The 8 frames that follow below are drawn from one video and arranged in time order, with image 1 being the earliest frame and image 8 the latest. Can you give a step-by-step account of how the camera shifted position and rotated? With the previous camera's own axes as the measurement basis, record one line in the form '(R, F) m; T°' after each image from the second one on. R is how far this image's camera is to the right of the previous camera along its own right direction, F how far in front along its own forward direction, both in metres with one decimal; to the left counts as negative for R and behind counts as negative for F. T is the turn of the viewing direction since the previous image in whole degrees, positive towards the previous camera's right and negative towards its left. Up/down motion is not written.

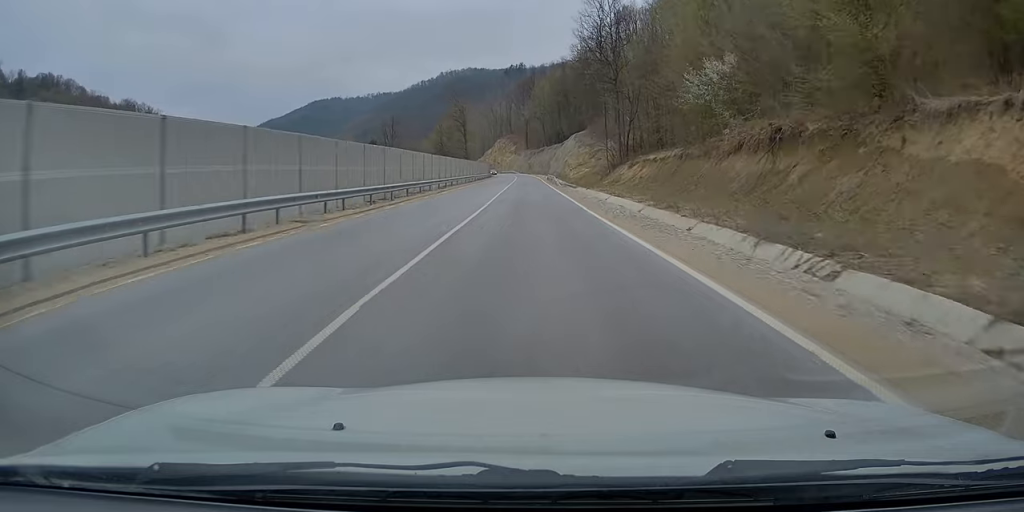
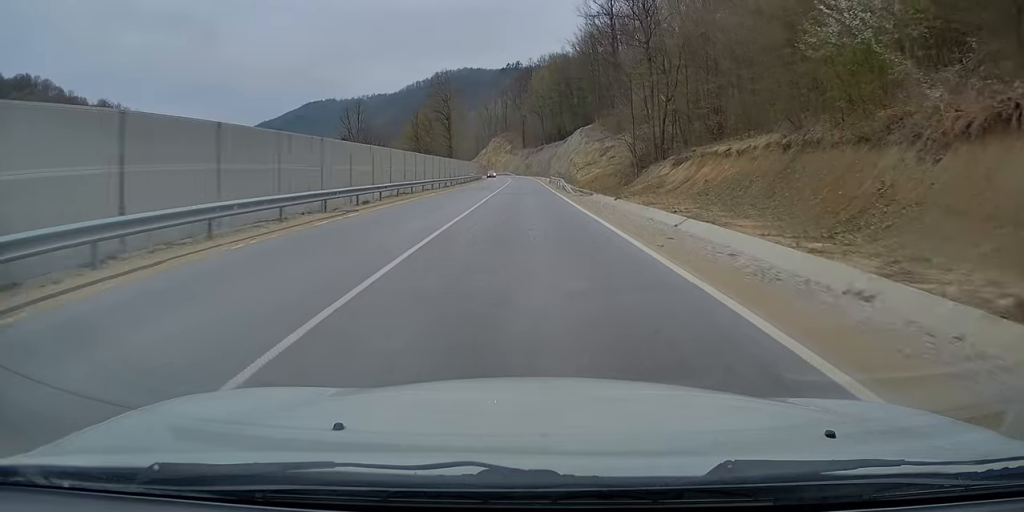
(0.0, +21.2) m; 0°
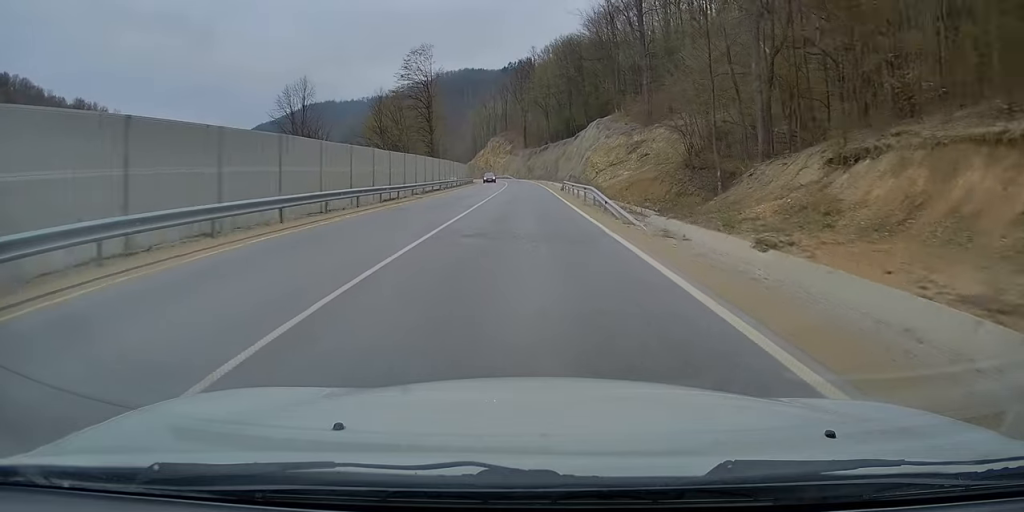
(-0.1, +23.8) m; 0°
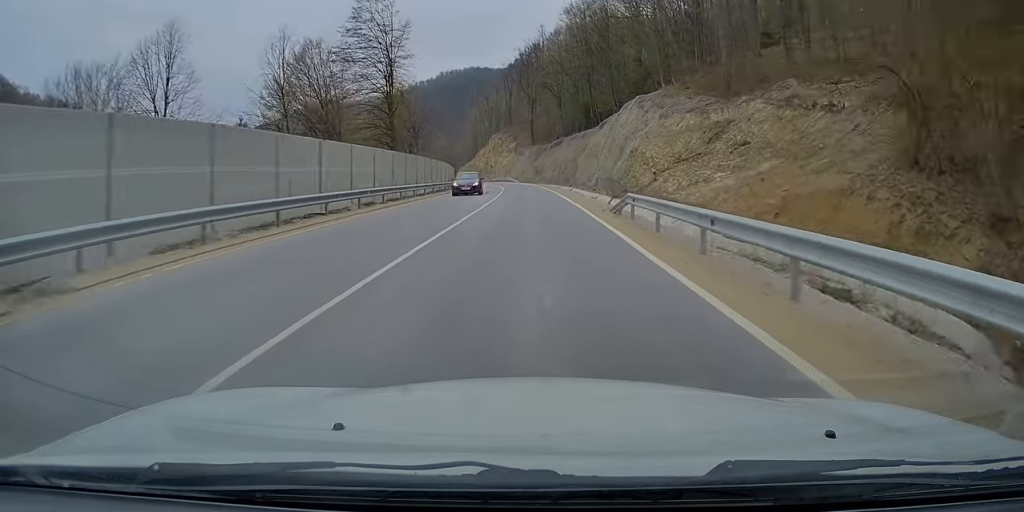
(0.0, +28.8) m; -1°
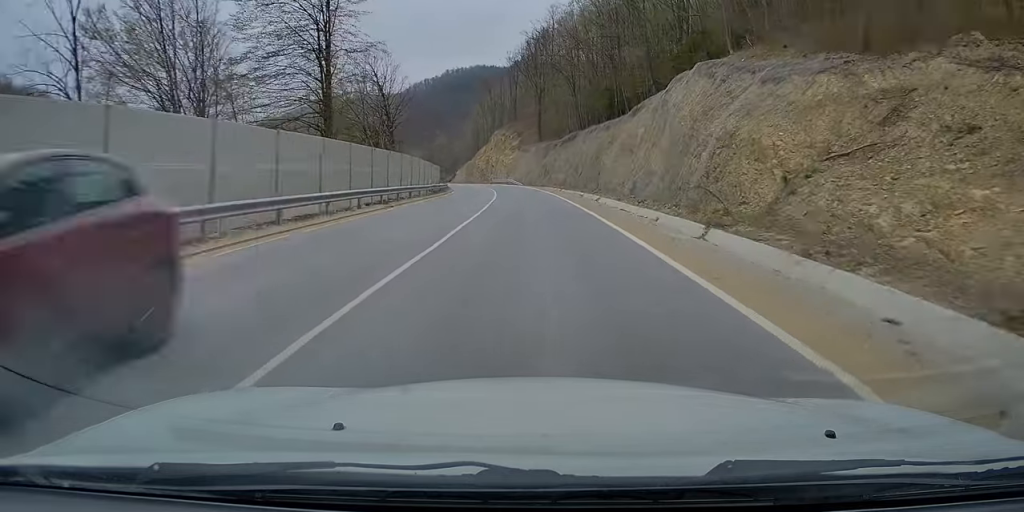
(-0.4, +20.3) m; -1°
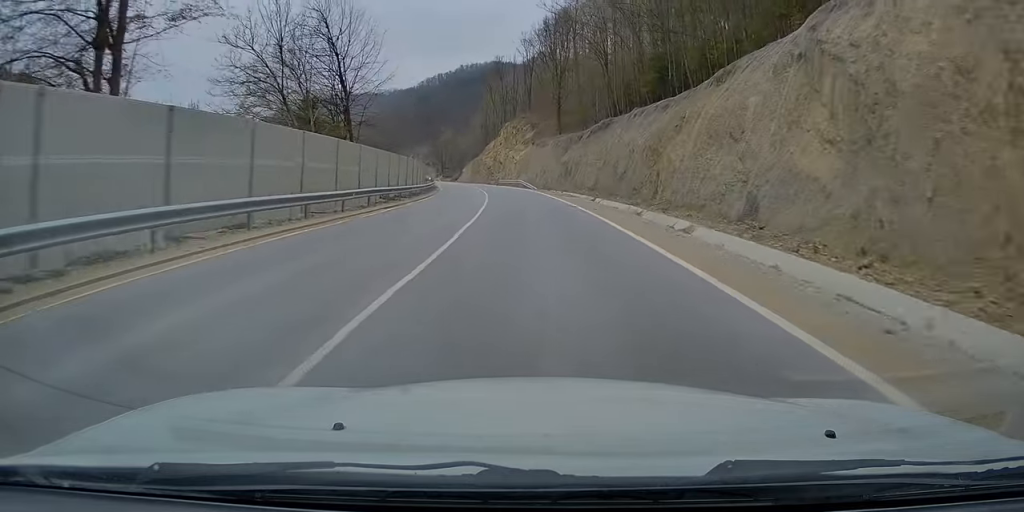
(-0.1, +22.0) m; -1°
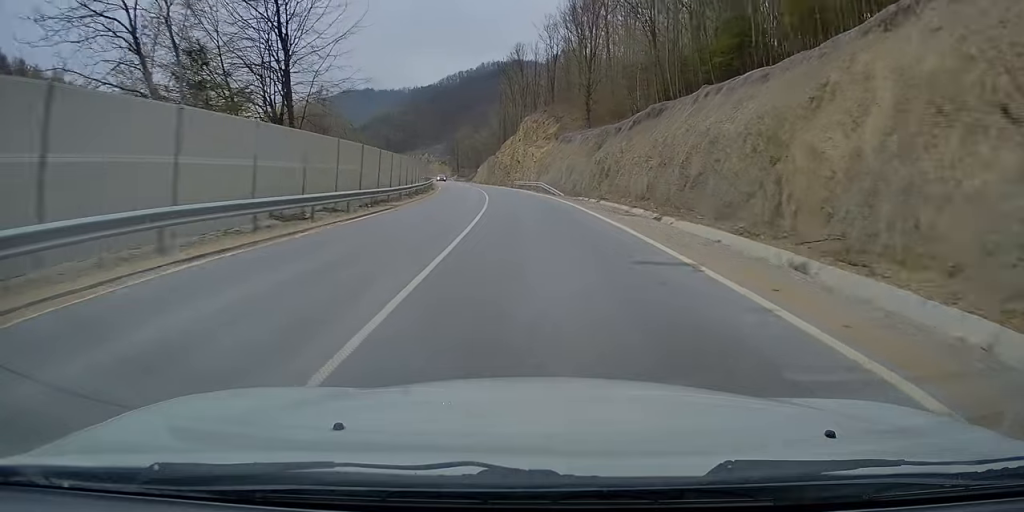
(-0.2, +16.1) m; -2°
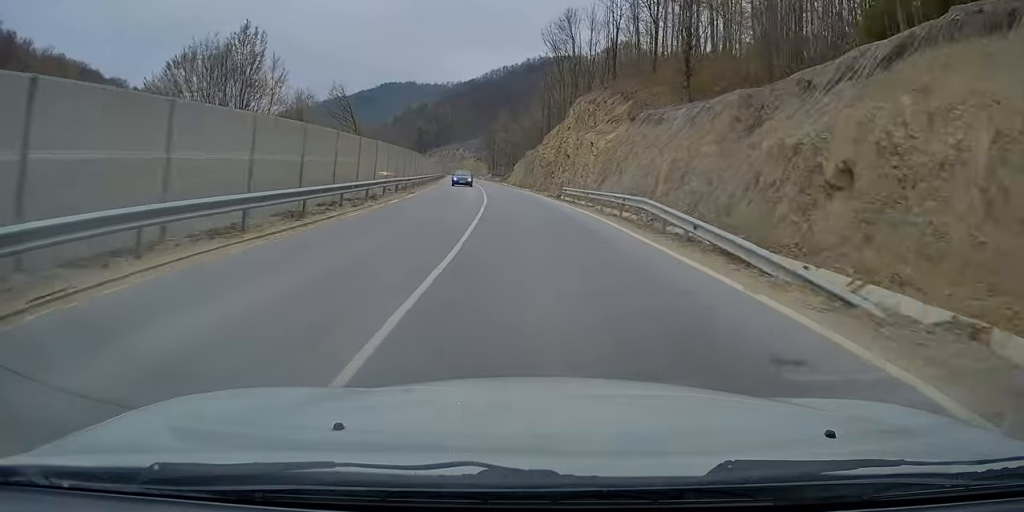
(-1.2, +33.3) m; -4°
